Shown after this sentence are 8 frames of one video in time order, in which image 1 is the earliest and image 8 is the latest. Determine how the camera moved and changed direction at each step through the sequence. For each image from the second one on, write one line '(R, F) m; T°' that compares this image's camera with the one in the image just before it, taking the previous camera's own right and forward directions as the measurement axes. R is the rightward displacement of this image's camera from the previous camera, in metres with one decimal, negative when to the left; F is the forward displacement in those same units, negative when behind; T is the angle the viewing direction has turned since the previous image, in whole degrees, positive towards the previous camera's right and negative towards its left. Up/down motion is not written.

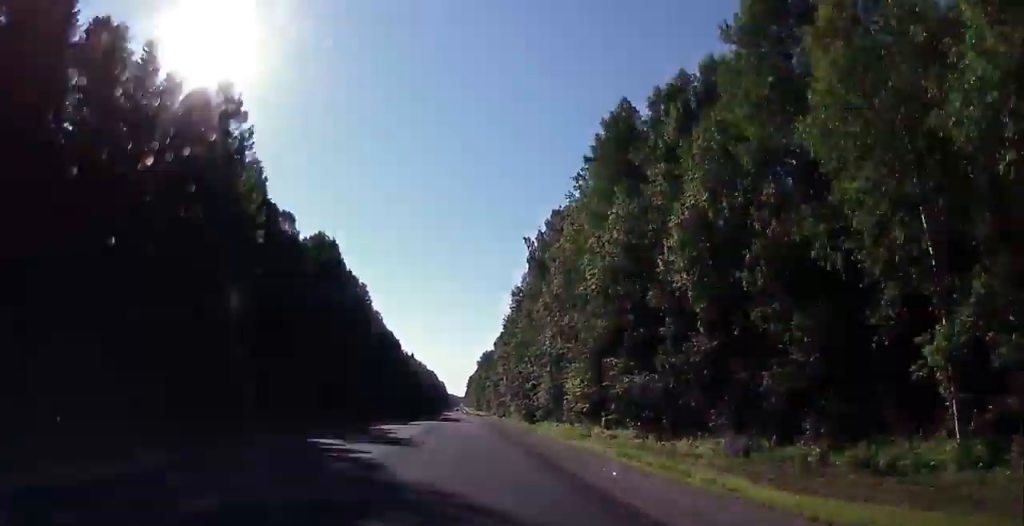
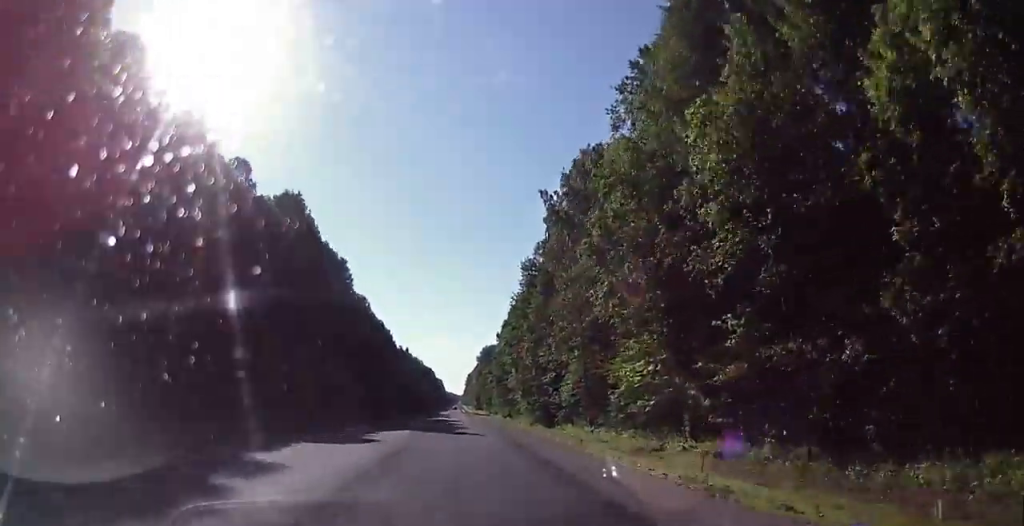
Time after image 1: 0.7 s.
(+0.2, +20.7) m; +1°
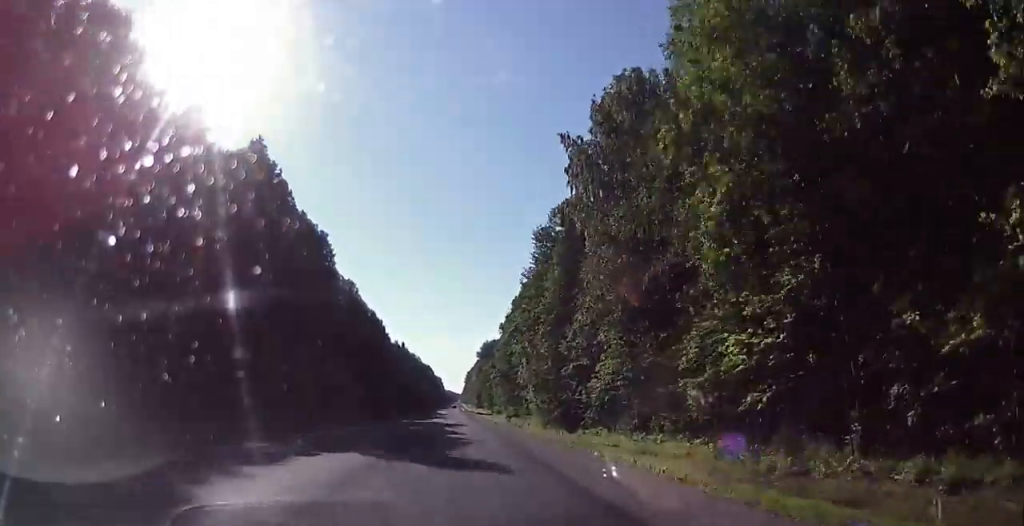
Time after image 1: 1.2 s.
(+0.2, +15.5) m; +1°
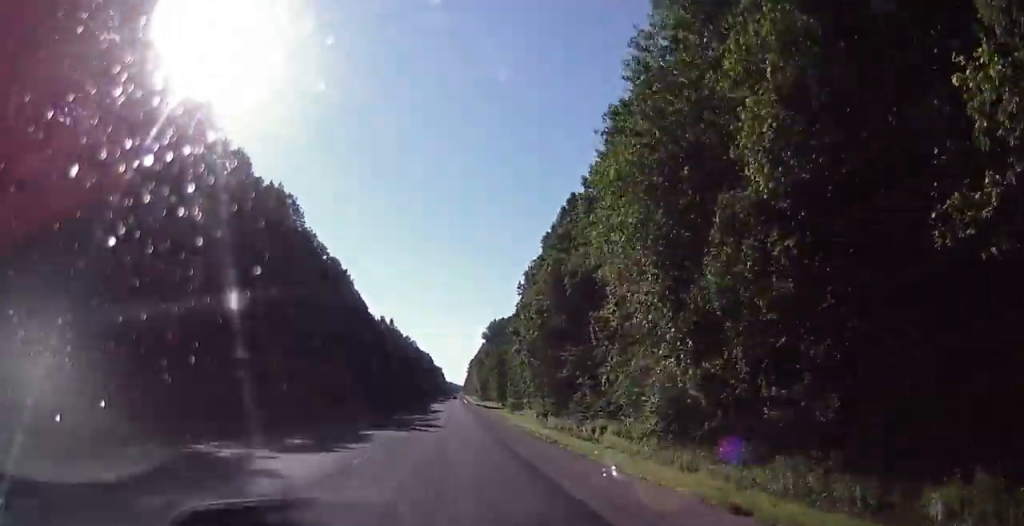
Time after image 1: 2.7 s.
(+0.3, +48.7) m; 0°
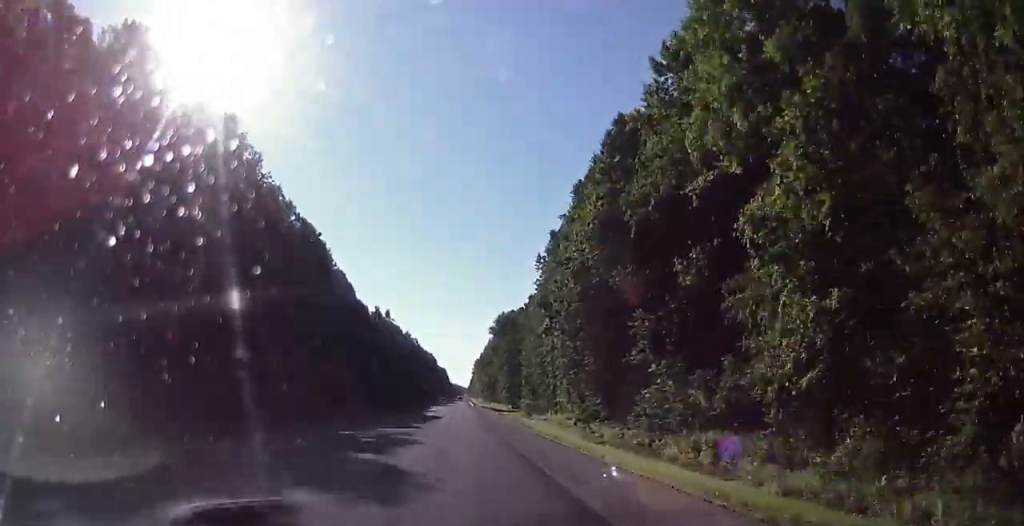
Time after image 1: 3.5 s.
(0.0, +22.8) m; 0°
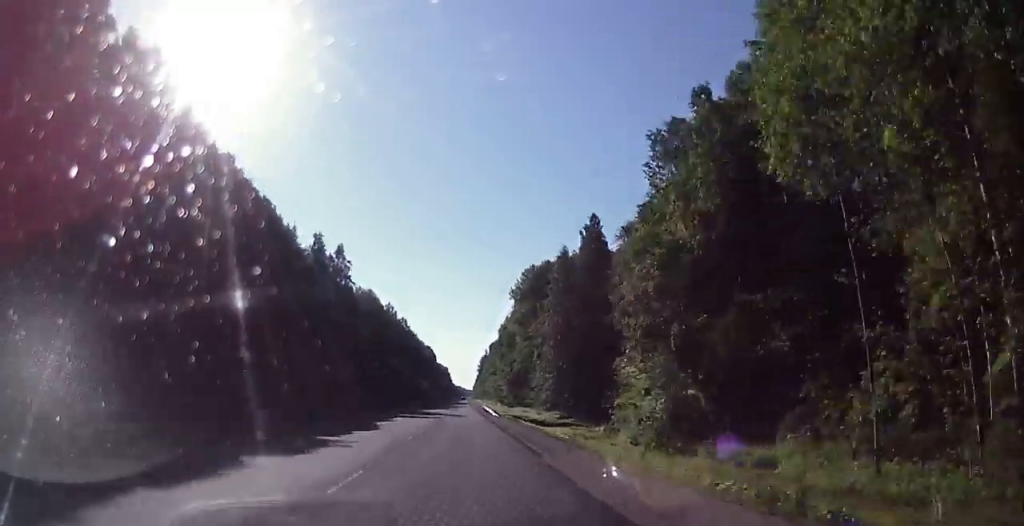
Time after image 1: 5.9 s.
(+1.2, +76.3) m; +1°
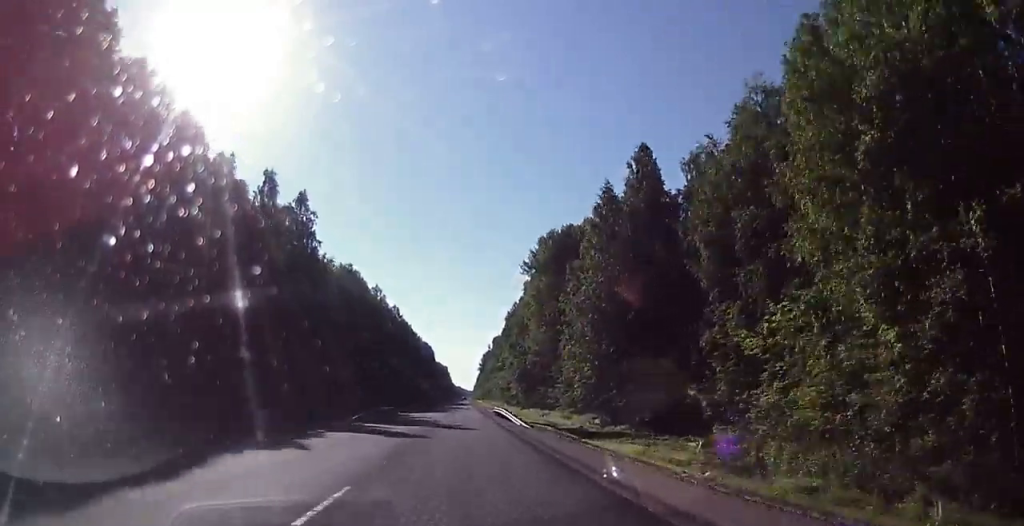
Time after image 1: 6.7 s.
(-0.2, +26.3) m; 0°
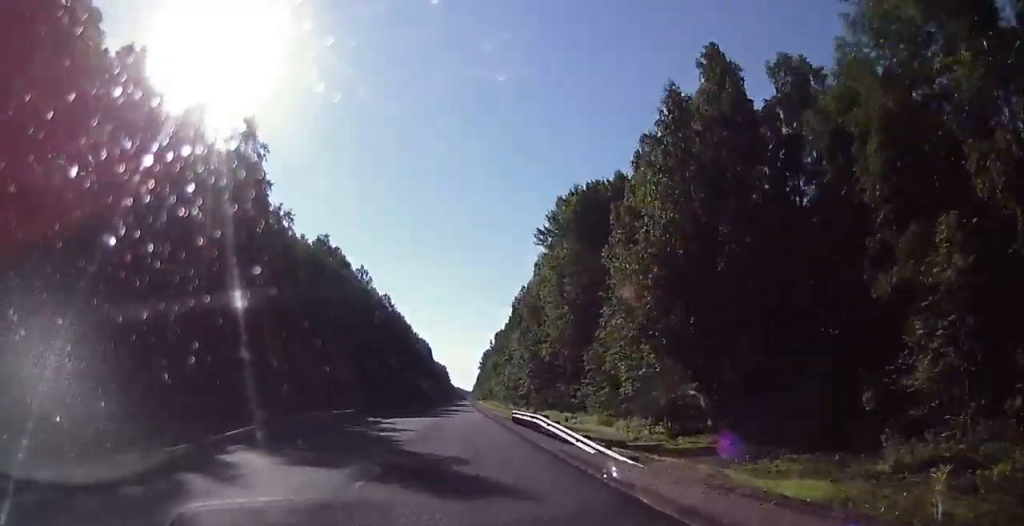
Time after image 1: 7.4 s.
(0.0, +21.1) m; +1°
